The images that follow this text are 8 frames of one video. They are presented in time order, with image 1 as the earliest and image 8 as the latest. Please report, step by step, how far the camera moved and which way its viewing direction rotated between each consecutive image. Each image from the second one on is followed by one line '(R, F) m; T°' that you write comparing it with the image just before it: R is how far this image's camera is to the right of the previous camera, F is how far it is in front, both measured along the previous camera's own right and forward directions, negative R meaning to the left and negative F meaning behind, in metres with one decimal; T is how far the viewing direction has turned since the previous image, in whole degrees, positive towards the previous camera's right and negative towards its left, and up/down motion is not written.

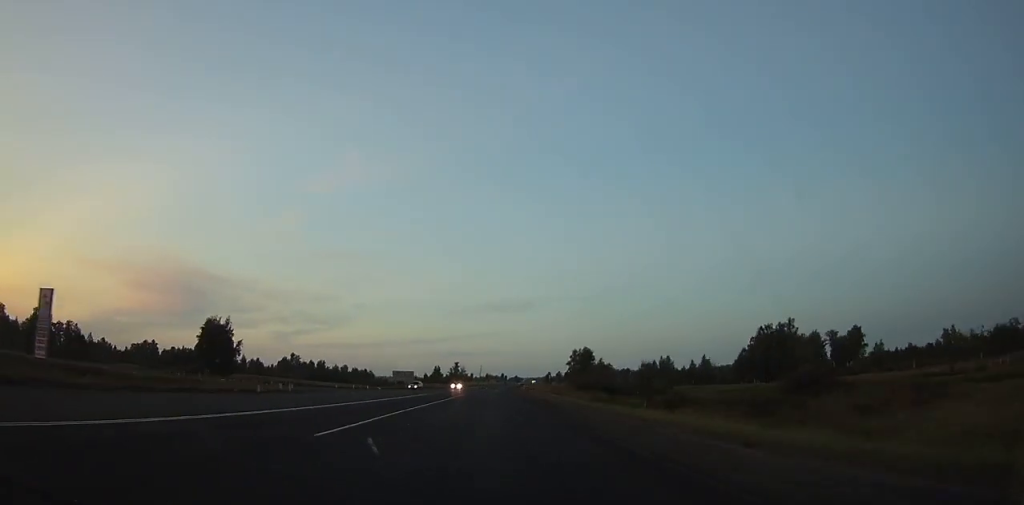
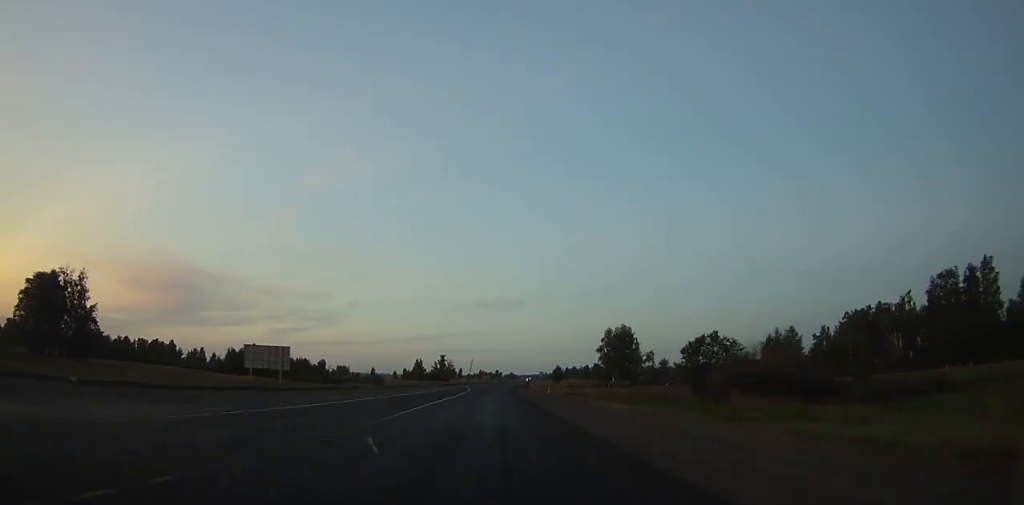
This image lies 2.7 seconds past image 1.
(+0.1, +70.9) m; 0°
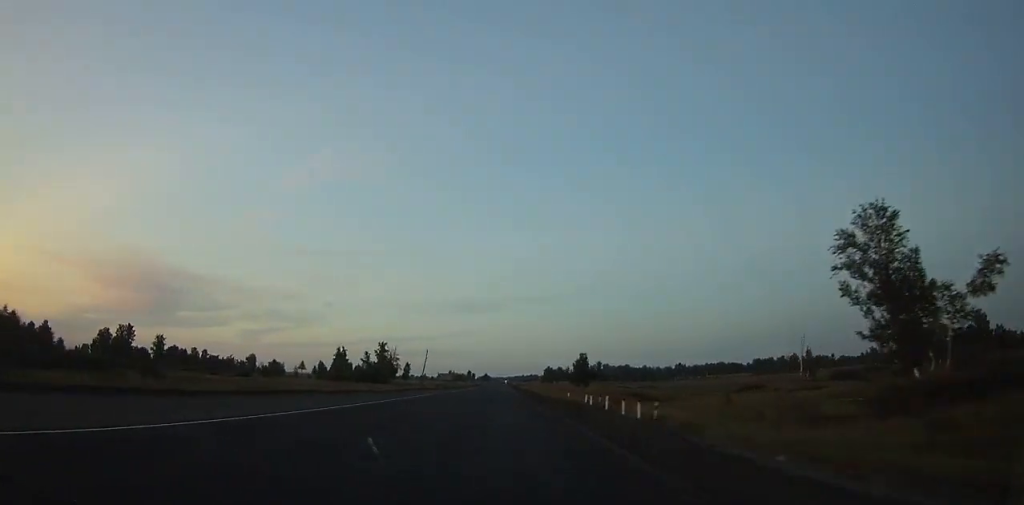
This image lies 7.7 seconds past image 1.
(+2.7, +131.4) m; +2°
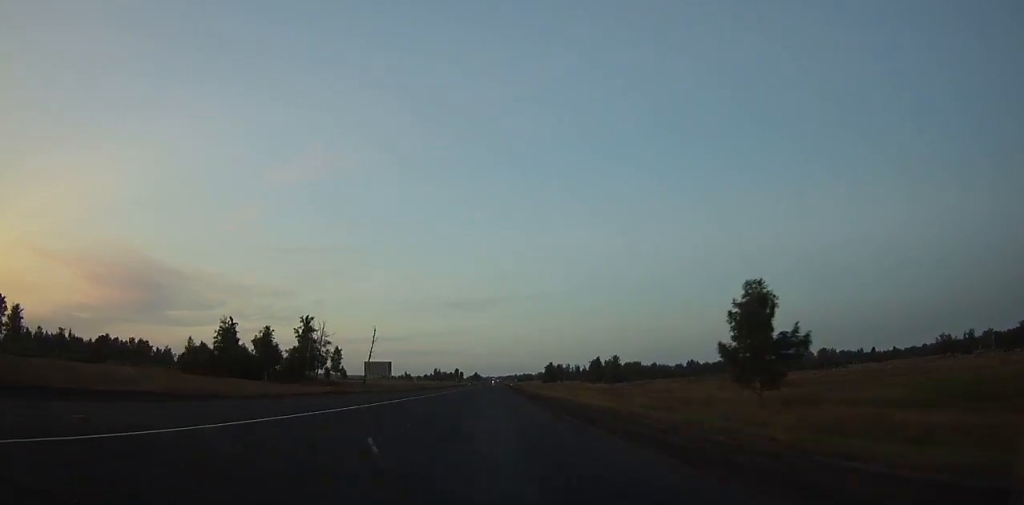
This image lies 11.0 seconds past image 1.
(+1.1, +87.7) m; +1°
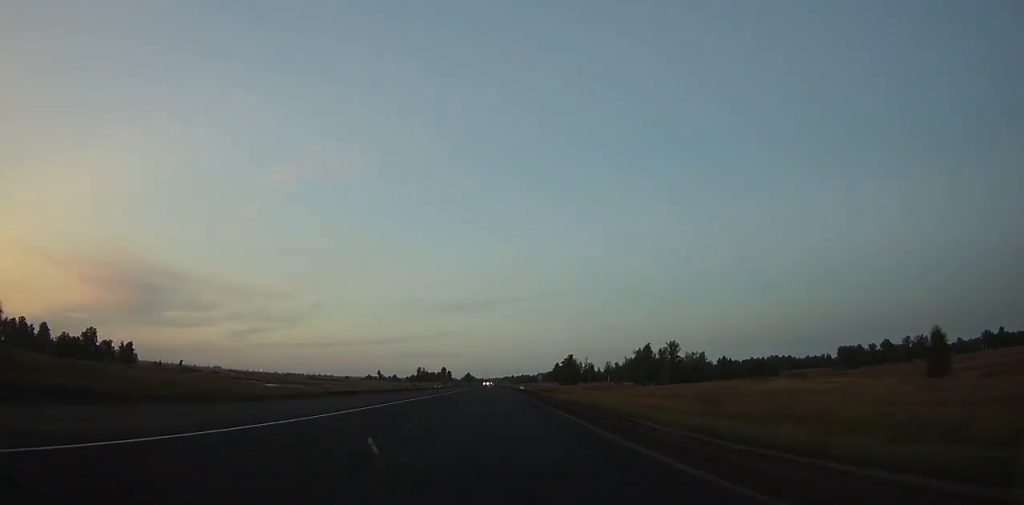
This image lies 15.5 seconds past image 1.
(+0.6, +121.1) m; 0°
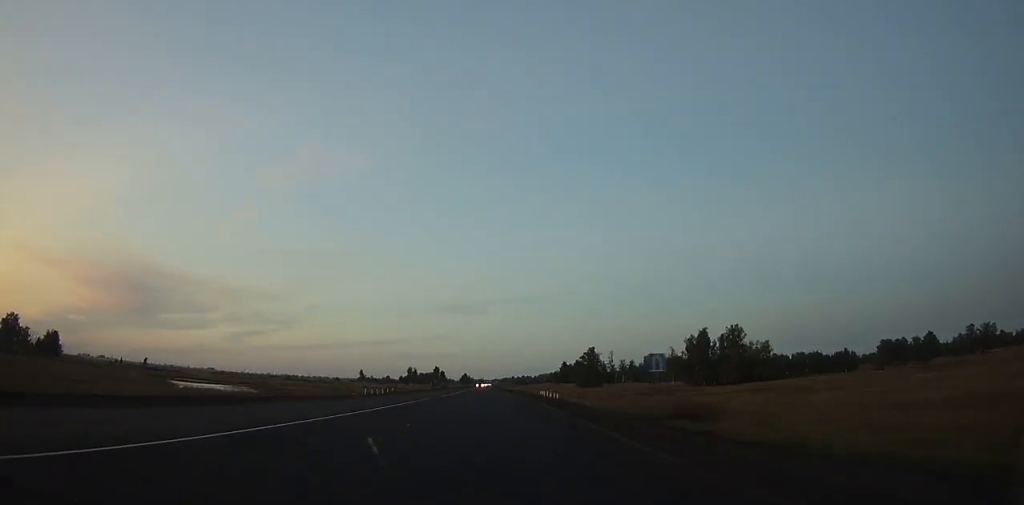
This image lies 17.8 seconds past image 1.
(+0.1, +62.4) m; 0°
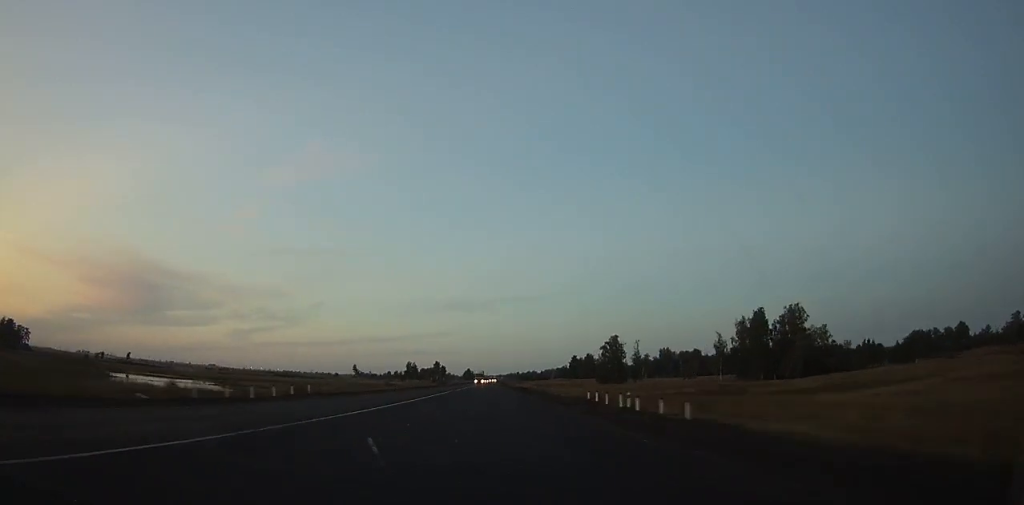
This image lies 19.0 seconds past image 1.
(-0.1, +32.7) m; 0°
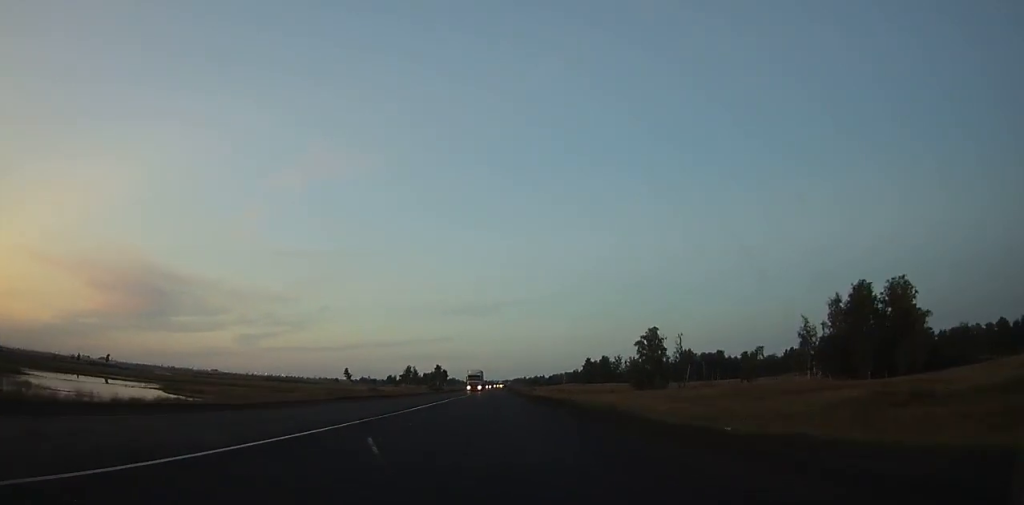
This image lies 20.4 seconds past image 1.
(0.0, +38.2) m; 0°
